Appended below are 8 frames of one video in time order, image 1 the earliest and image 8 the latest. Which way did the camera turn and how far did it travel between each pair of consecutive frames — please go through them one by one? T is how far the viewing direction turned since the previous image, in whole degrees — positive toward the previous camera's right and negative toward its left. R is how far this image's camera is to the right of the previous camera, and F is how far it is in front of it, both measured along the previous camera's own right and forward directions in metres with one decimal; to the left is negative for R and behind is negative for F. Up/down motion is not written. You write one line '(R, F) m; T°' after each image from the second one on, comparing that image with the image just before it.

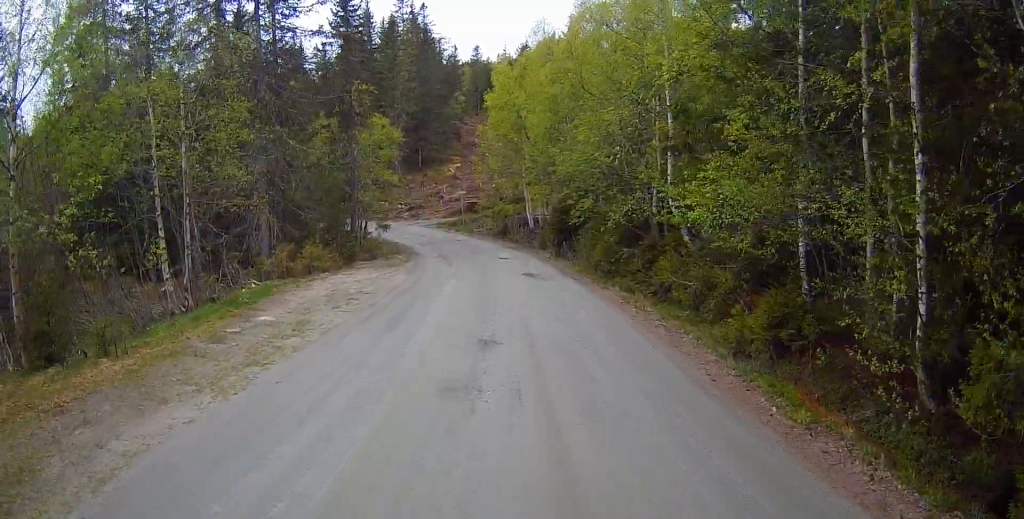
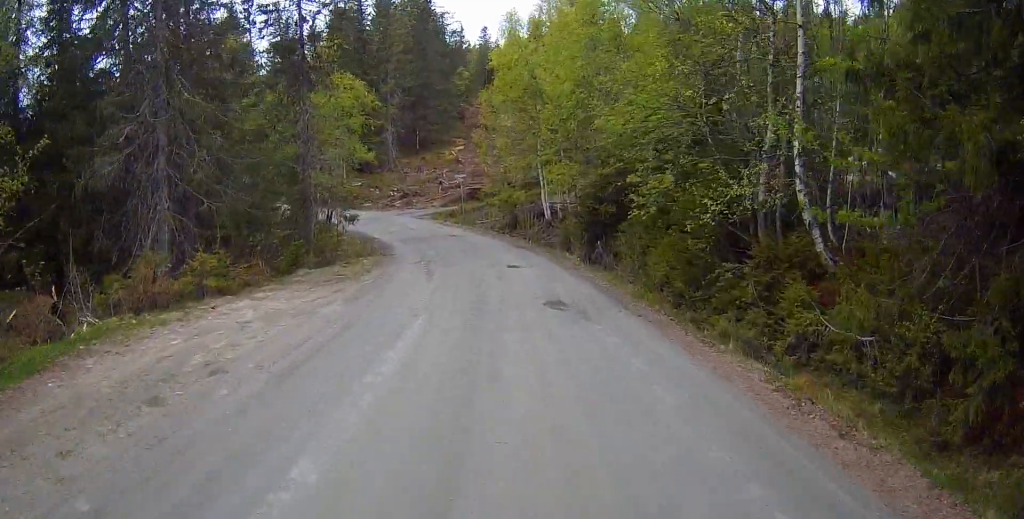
(0.0, +8.2) m; 0°
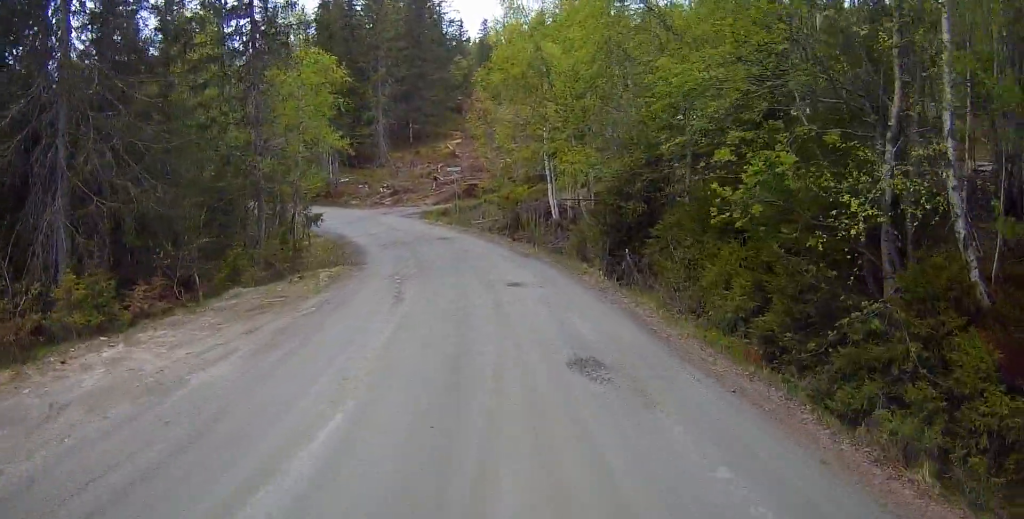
(0.0, +4.5) m; 0°
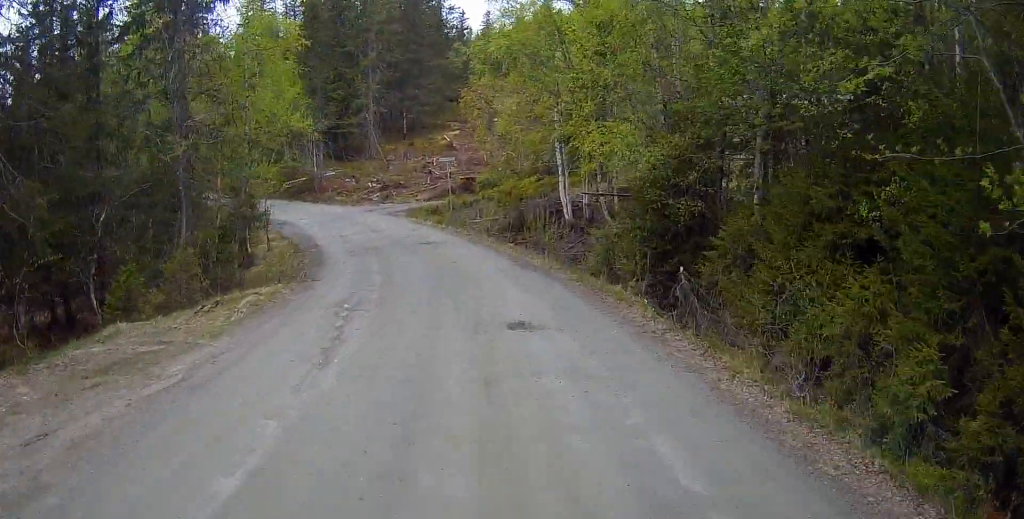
(0.0, +4.9) m; -3°
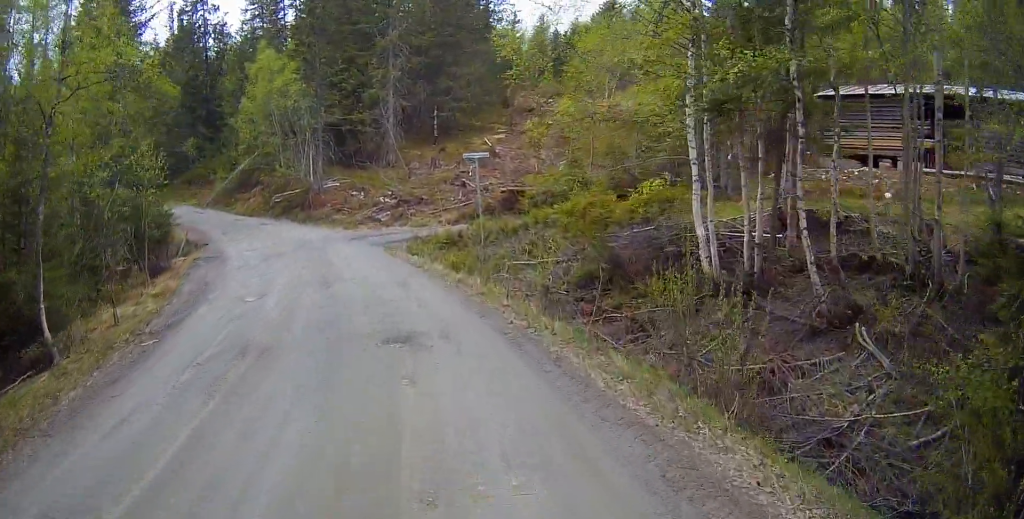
(-1.0, +12.8) m; -9°
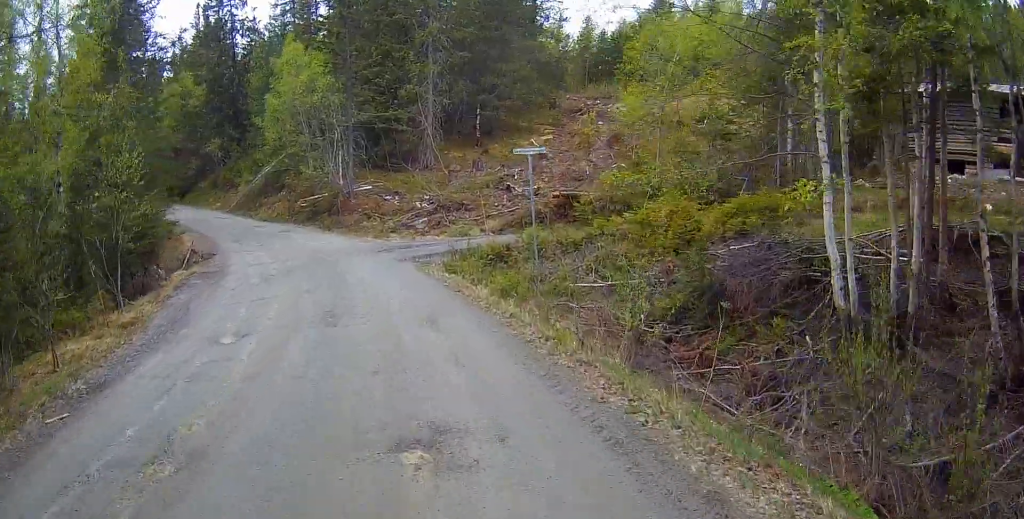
(+0.1, +3.9) m; -4°
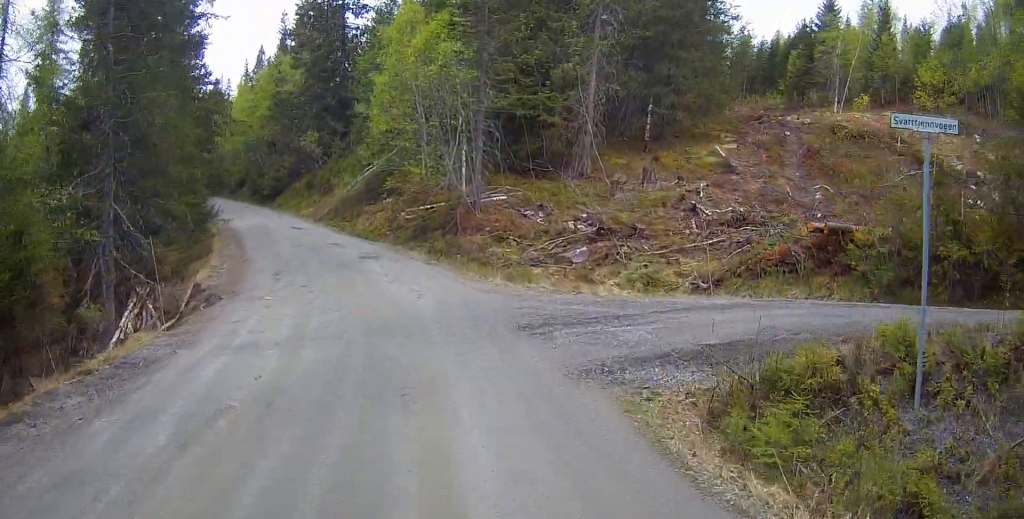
(-1.3, +11.3) m; -11°
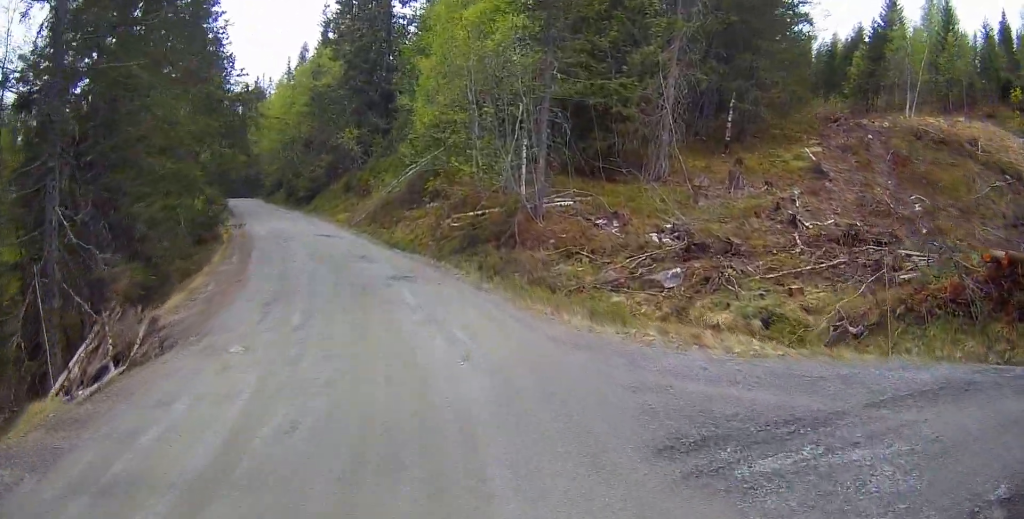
(0.0, +4.7) m; -4°
